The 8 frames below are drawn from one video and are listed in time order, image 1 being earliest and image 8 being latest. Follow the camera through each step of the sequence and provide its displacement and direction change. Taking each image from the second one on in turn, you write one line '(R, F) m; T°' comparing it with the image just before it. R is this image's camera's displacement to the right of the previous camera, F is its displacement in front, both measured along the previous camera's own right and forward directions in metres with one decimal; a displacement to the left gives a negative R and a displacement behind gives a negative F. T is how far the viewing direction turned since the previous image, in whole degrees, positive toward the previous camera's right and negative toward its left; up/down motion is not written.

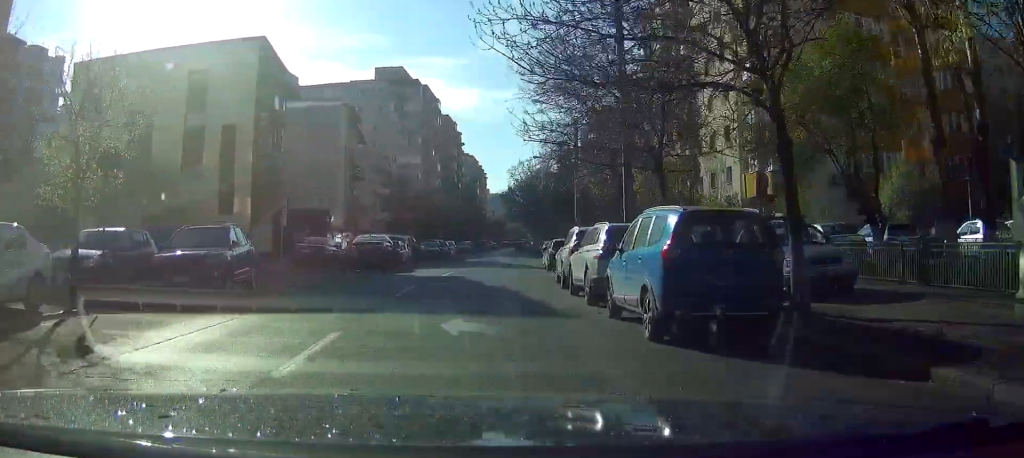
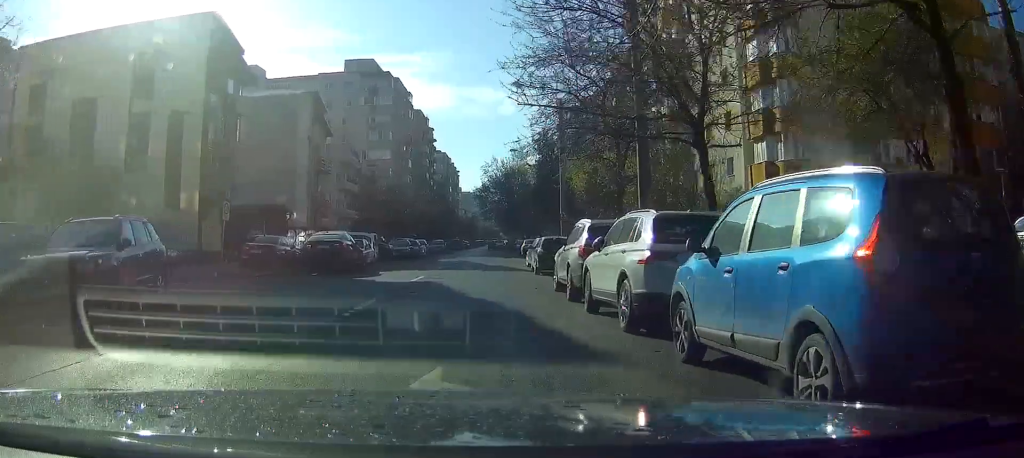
(+0.1, +5.4) m; +1°
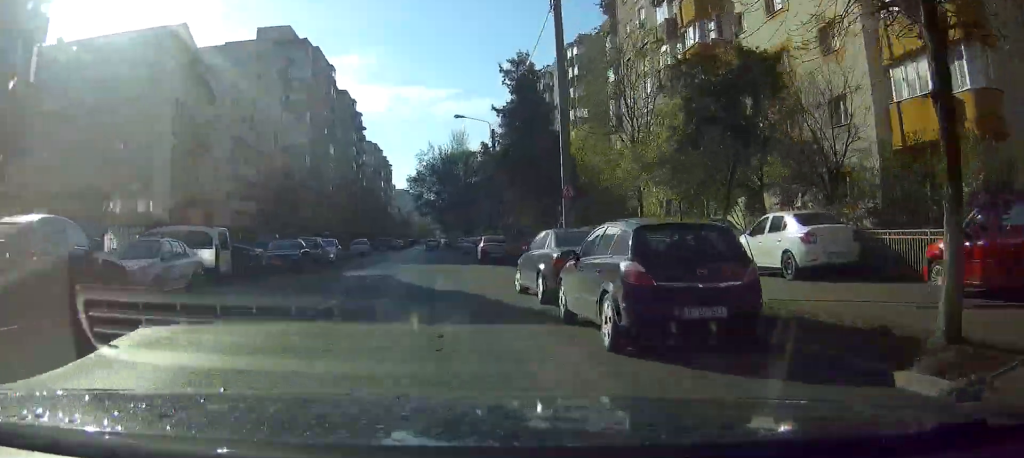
(+0.2, +21.2) m; +1°
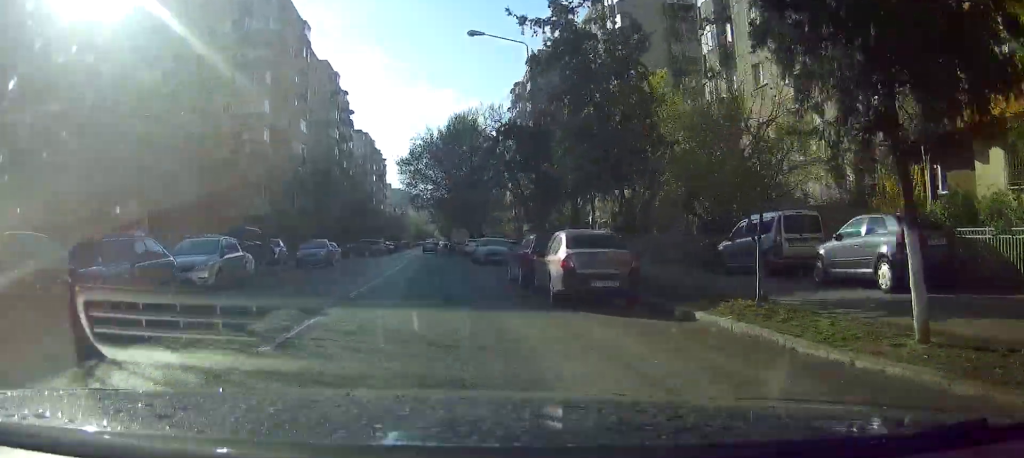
(+0.3, +24.2) m; +1°
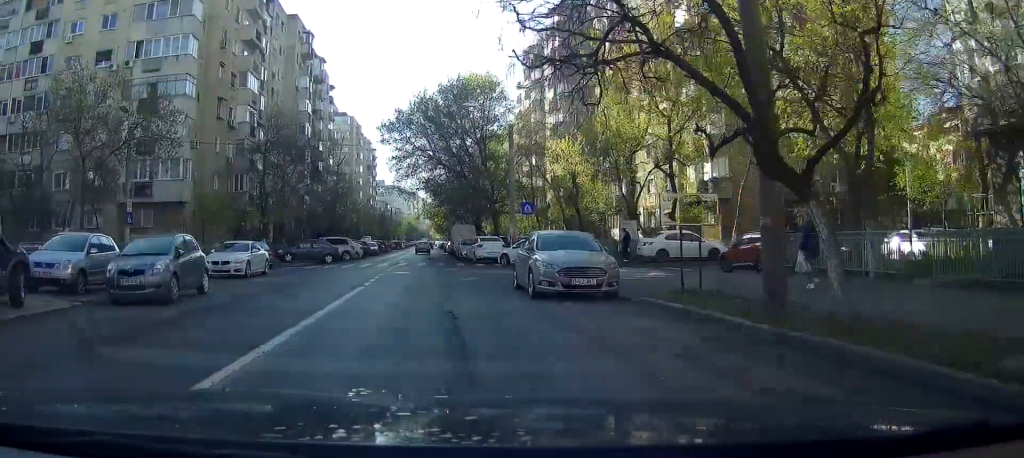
(-0.2, +23.0) m; 0°
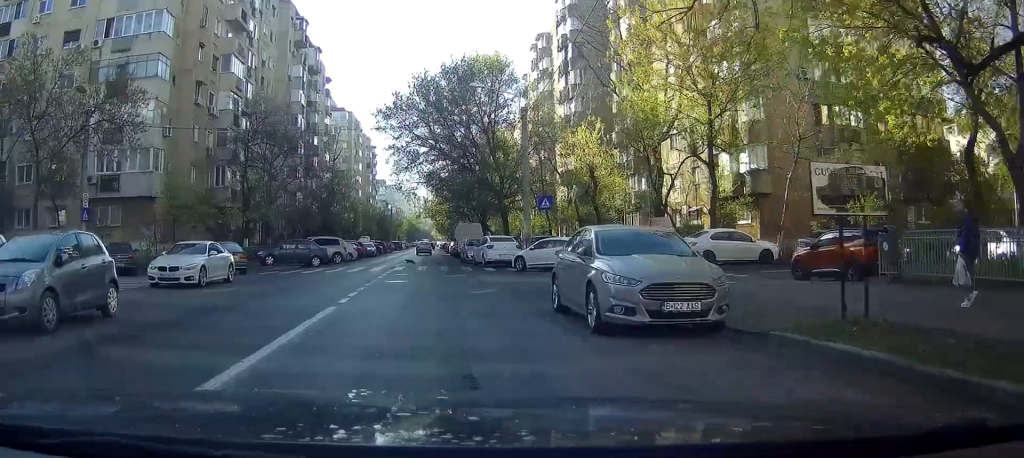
(+0.1, +5.7) m; 0°
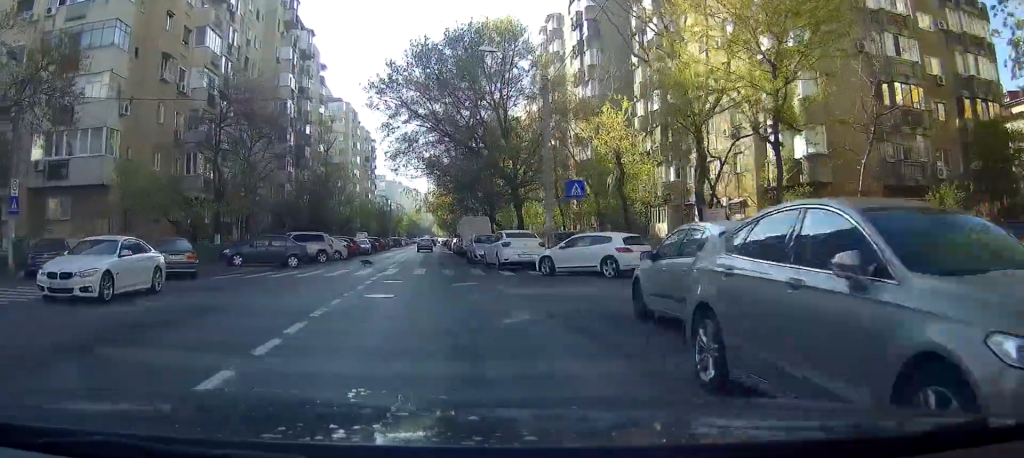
(0.0, +7.0) m; 0°
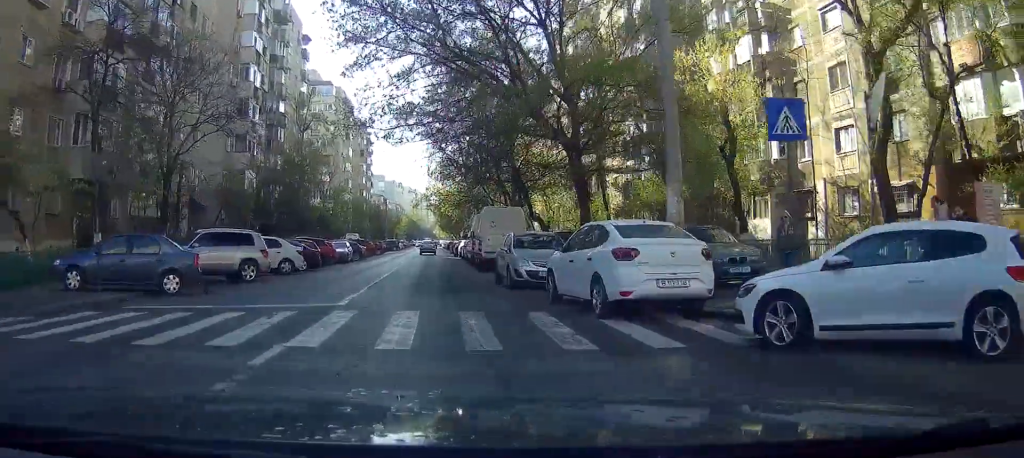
(-0.1, +16.5) m; 0°
